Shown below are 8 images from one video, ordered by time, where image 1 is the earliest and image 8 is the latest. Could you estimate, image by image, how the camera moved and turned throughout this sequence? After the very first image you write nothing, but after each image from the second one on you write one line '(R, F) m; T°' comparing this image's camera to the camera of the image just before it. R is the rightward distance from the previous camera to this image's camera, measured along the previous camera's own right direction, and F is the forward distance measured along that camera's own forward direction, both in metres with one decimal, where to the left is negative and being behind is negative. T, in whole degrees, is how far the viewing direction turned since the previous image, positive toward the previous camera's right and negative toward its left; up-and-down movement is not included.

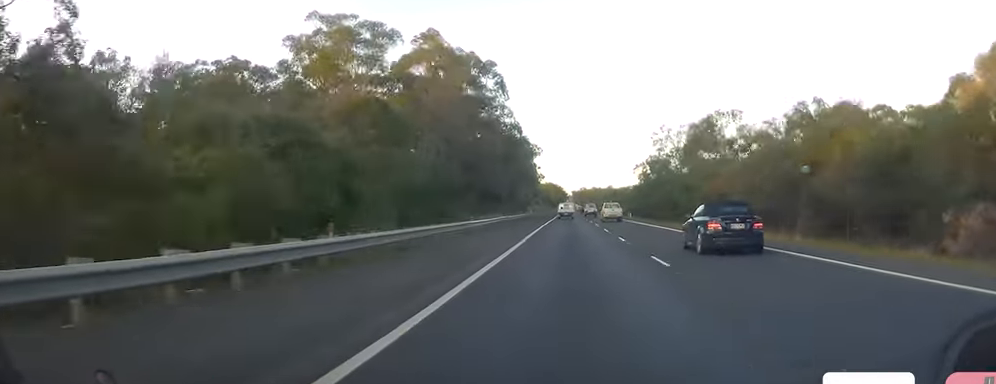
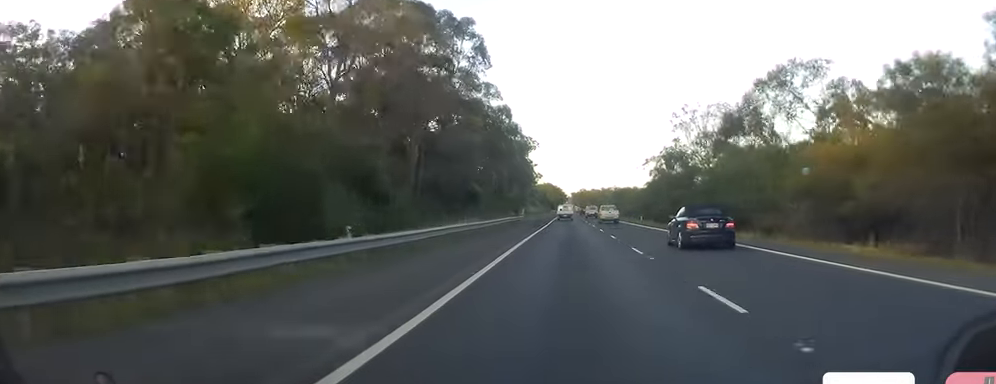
(-0.1, +18.9) m; -1°
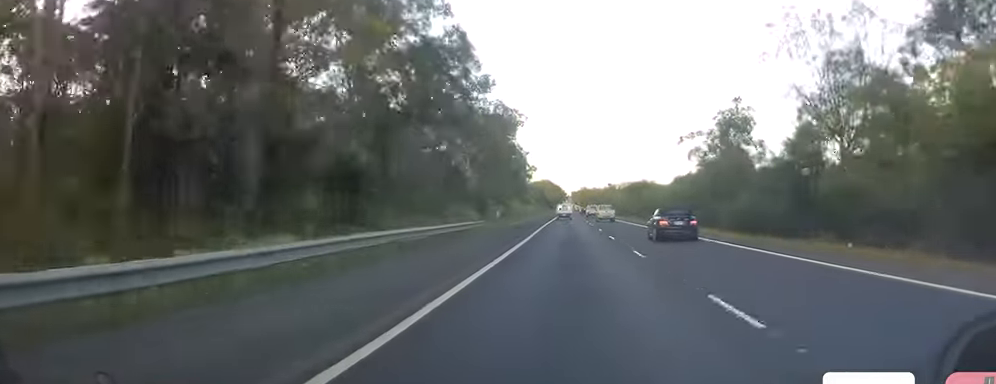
(-0.7, +36.8) m; -1°
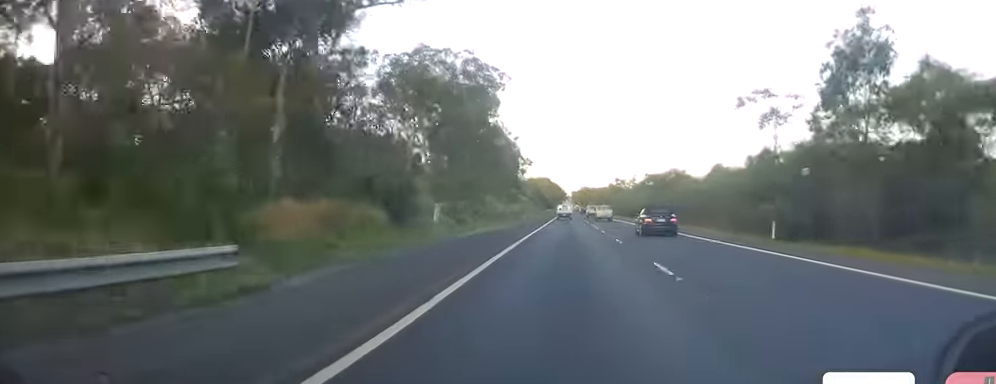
(+0.1, +29.2) m; +2°
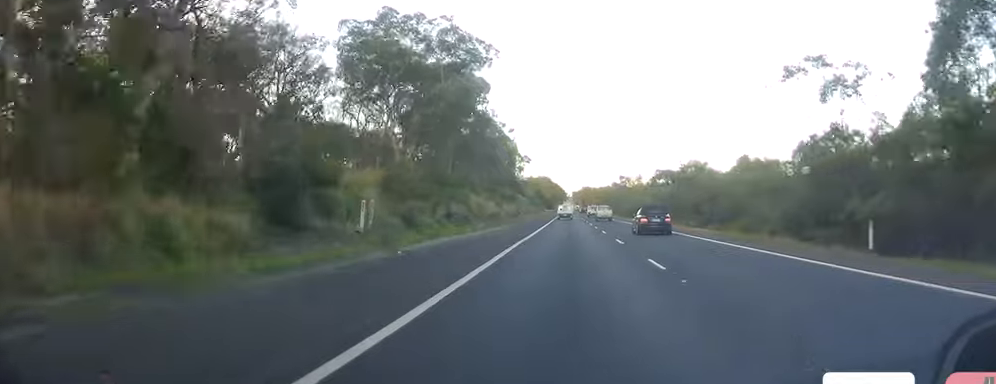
(+0.1, +12.3) m; +1°
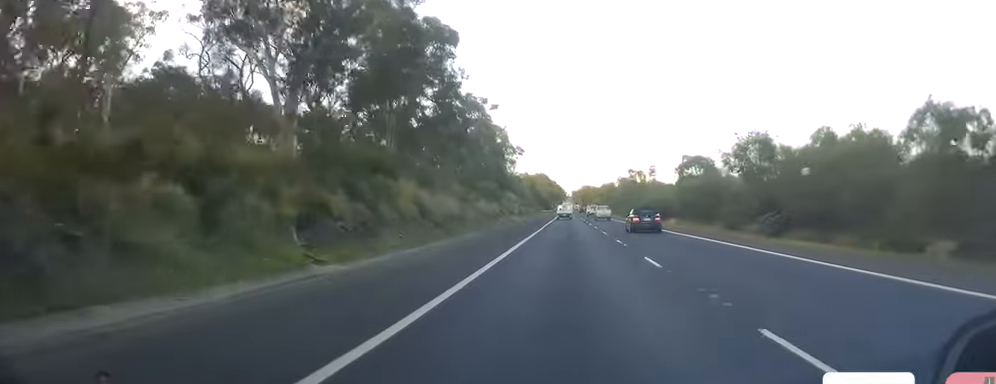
(+0.8, +22.7) m; 0°
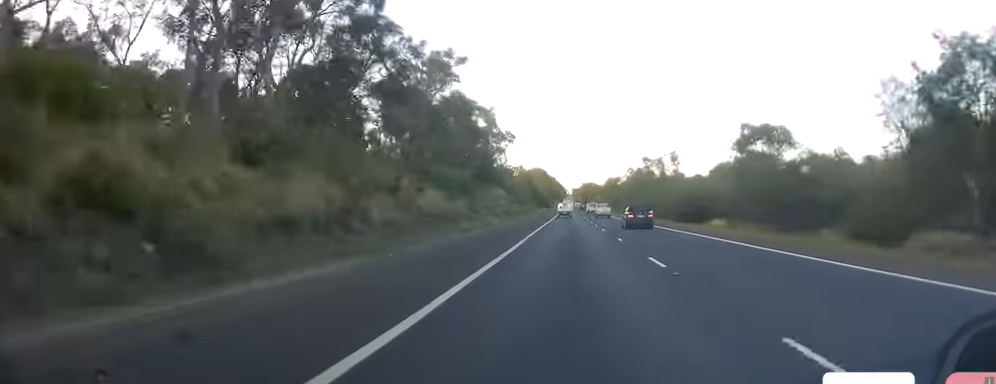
(-0.7, +24.4) m; -2°
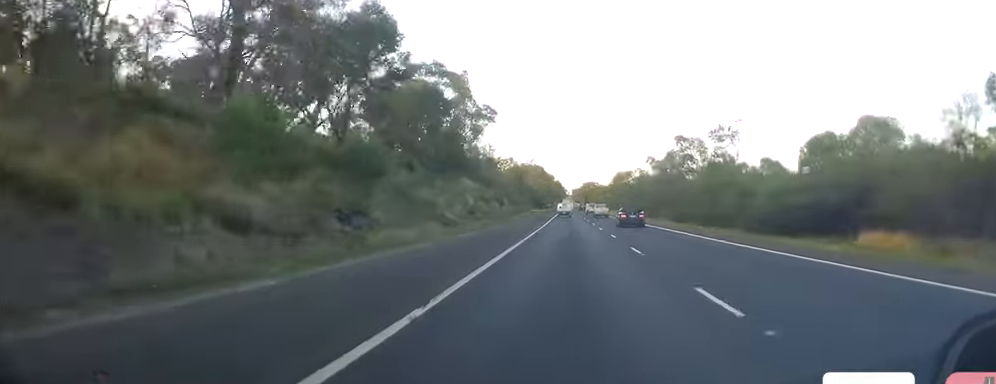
(-0.3, +31.1) m; -1°
